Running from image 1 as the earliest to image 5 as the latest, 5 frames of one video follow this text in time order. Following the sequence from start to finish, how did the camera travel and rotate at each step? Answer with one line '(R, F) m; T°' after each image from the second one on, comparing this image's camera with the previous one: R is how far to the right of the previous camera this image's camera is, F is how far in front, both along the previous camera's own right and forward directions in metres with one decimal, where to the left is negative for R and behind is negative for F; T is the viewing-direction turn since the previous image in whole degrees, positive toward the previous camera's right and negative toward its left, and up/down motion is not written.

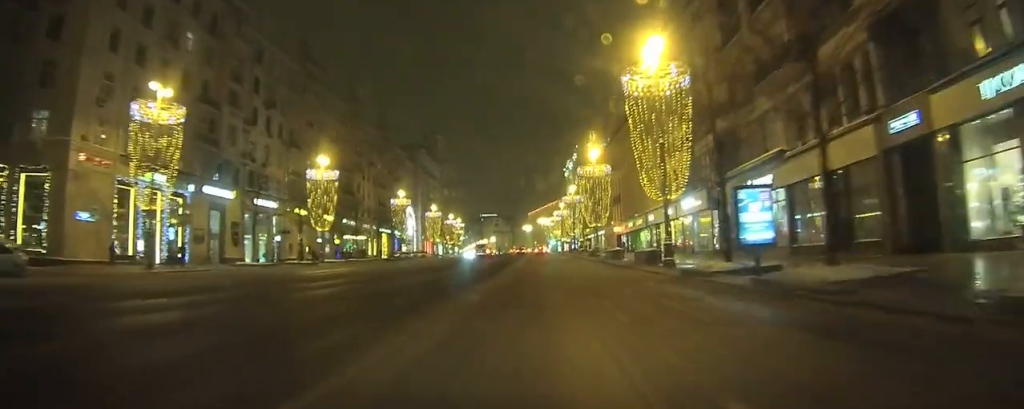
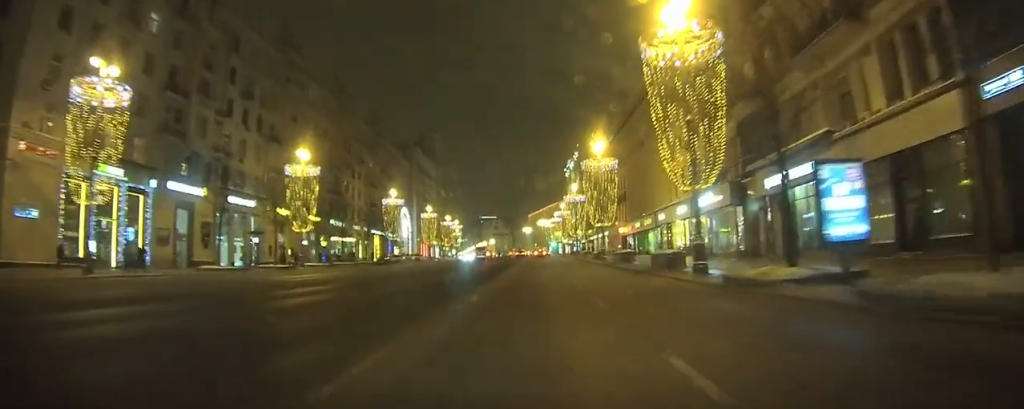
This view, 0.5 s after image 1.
(0.0, +5.4) m; 0°
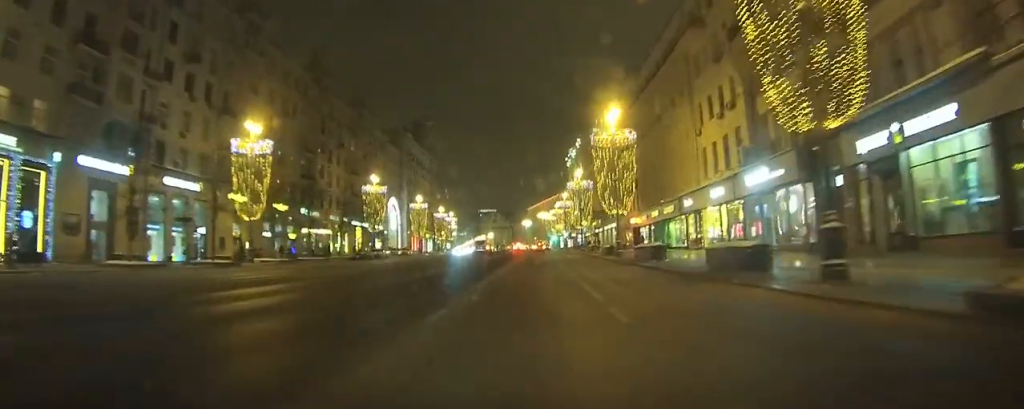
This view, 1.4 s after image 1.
(-0.1, +10.8) m; 0°
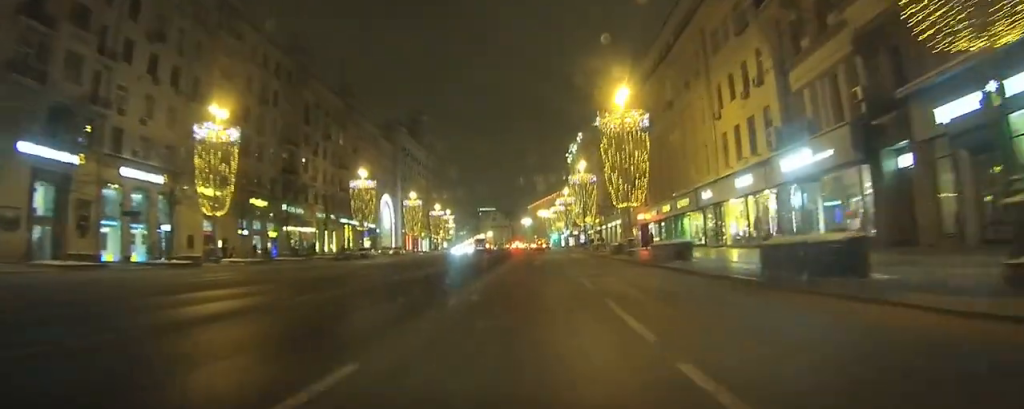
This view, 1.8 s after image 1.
(0.0, +5.6) m; 0°
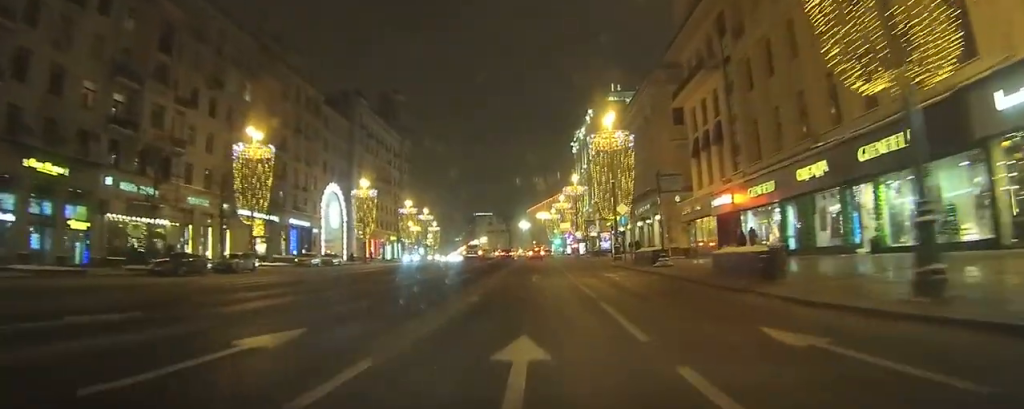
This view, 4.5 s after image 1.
(+0.8, +31.8) m; +2°
